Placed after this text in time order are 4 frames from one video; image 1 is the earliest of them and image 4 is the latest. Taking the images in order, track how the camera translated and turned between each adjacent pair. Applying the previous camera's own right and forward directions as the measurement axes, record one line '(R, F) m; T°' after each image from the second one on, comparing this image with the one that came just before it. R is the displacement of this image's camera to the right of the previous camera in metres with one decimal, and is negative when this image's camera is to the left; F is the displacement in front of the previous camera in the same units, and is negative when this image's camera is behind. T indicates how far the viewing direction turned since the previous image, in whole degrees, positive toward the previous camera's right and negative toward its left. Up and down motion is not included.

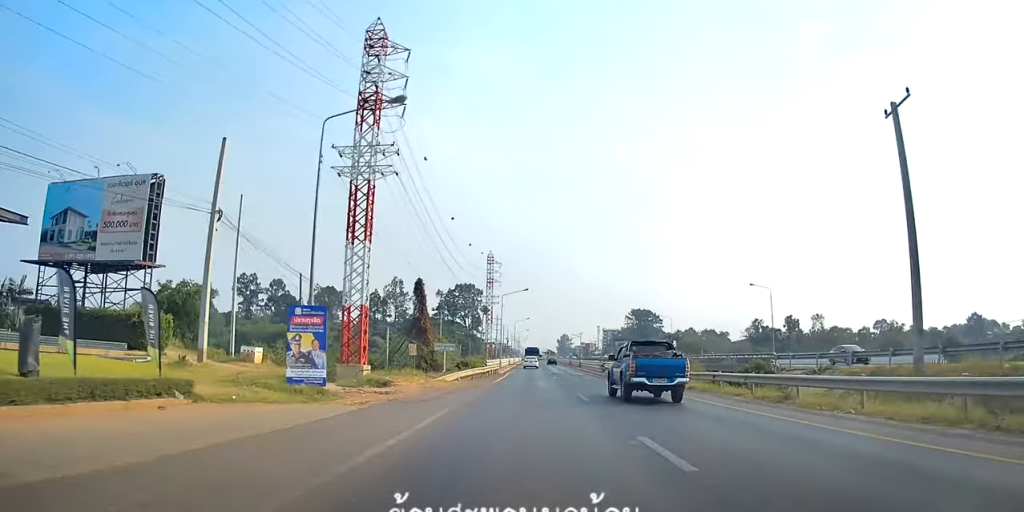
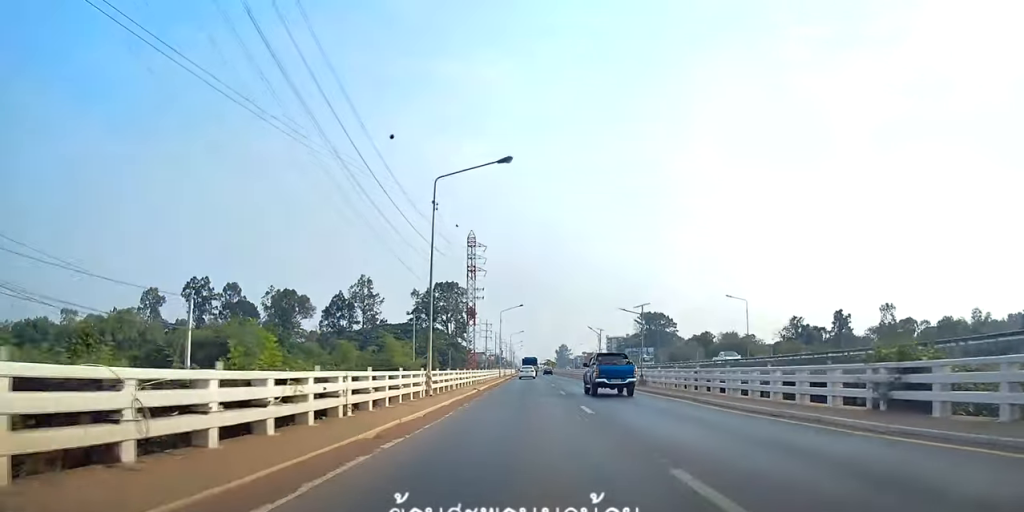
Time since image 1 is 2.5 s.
(-1.3, +52.2) m; -2°
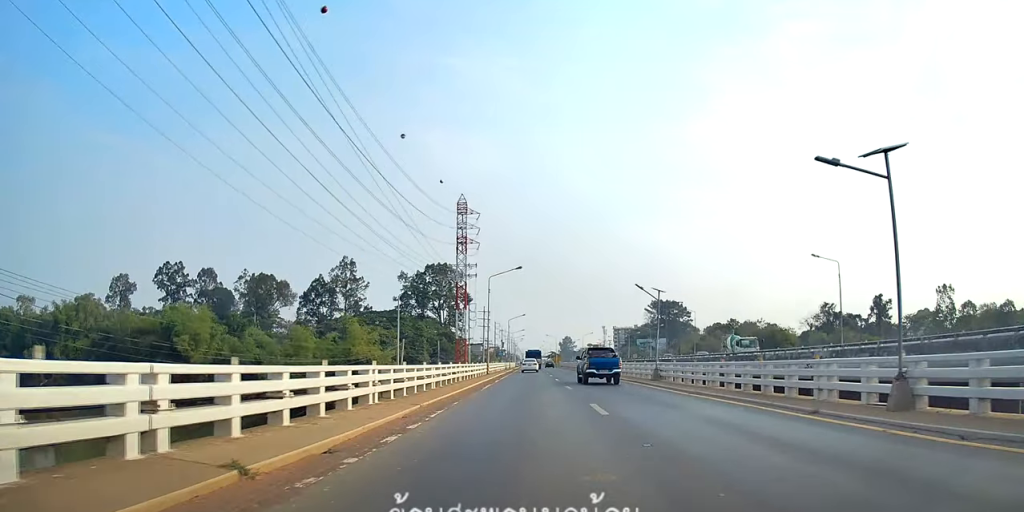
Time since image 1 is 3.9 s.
(+1.3, +27.4) m; +3°
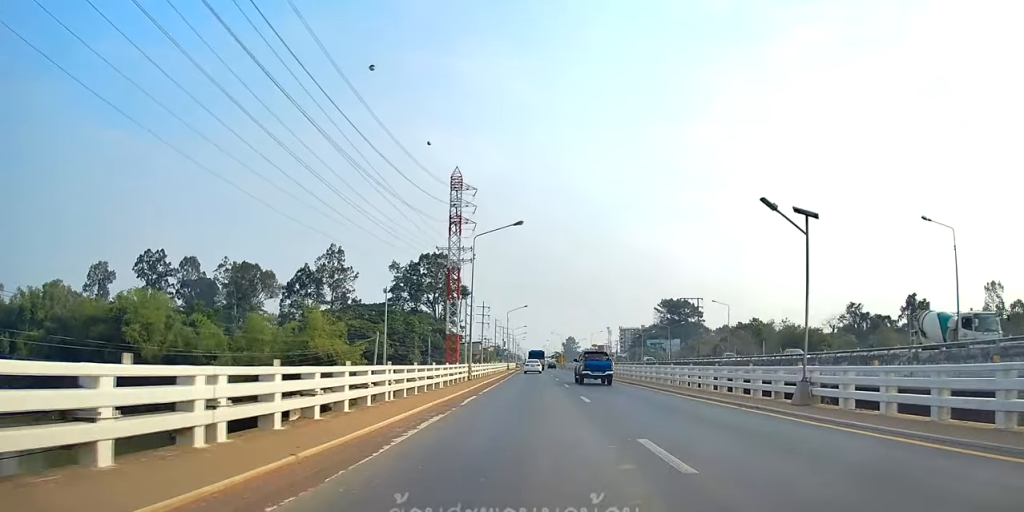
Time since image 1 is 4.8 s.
(0.0, +18.3) m; 0°
